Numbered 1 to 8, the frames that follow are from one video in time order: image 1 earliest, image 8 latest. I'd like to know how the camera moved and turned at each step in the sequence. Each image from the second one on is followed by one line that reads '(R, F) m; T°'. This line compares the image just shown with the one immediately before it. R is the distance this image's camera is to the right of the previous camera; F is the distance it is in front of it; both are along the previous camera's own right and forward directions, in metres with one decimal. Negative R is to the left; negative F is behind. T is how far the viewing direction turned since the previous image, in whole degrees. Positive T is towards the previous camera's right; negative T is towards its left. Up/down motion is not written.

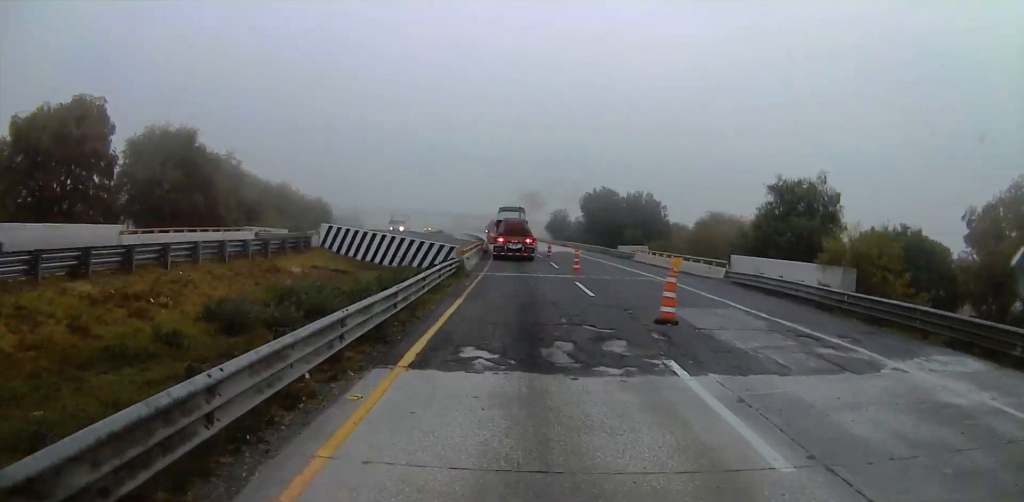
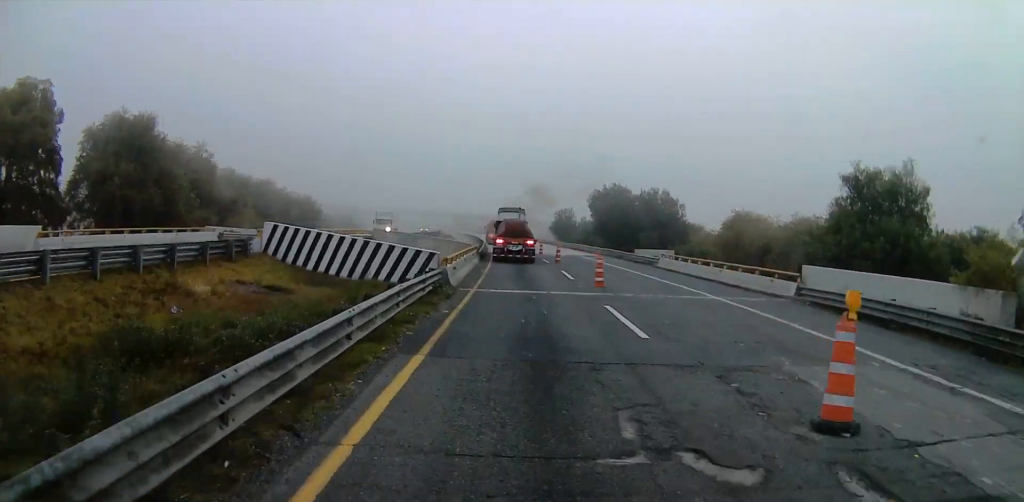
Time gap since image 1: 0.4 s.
(0.0, +8.6) m; 0°
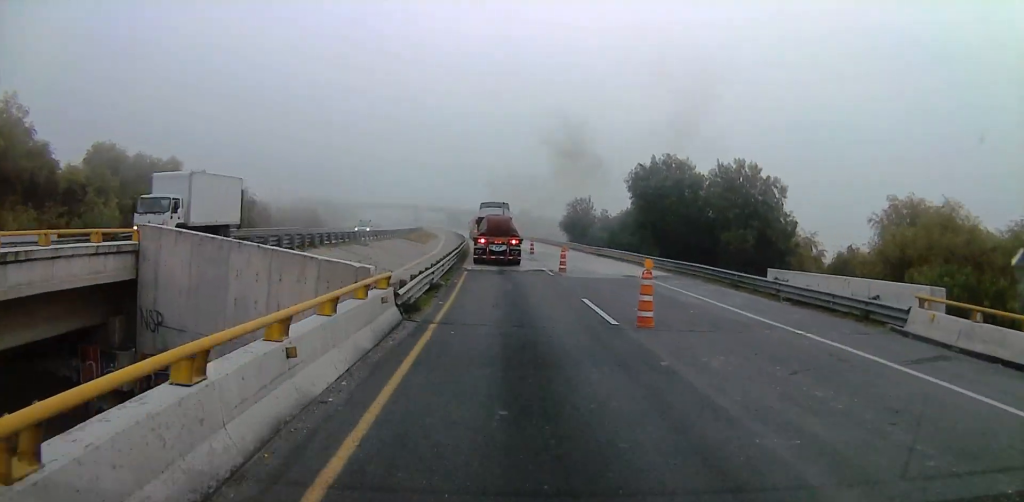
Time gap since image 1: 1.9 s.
(0.0, +31.3) m; 0°
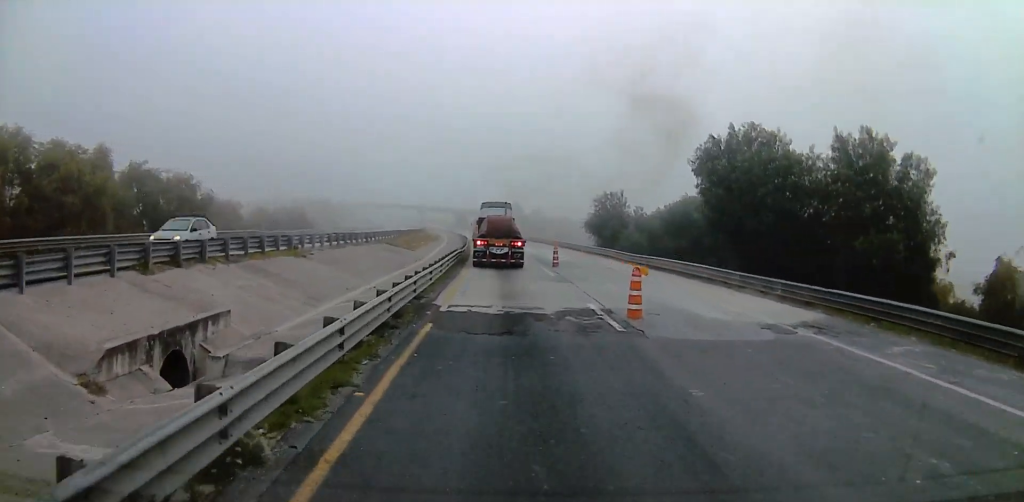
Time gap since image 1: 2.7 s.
(0.0, +16.1) m; 0°
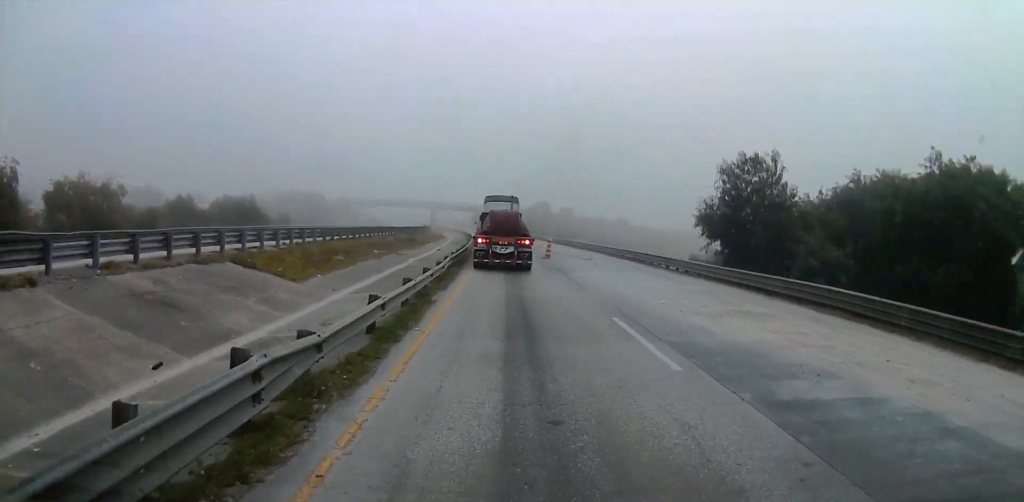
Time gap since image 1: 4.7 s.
(-0.8, +34.1) m; -3°
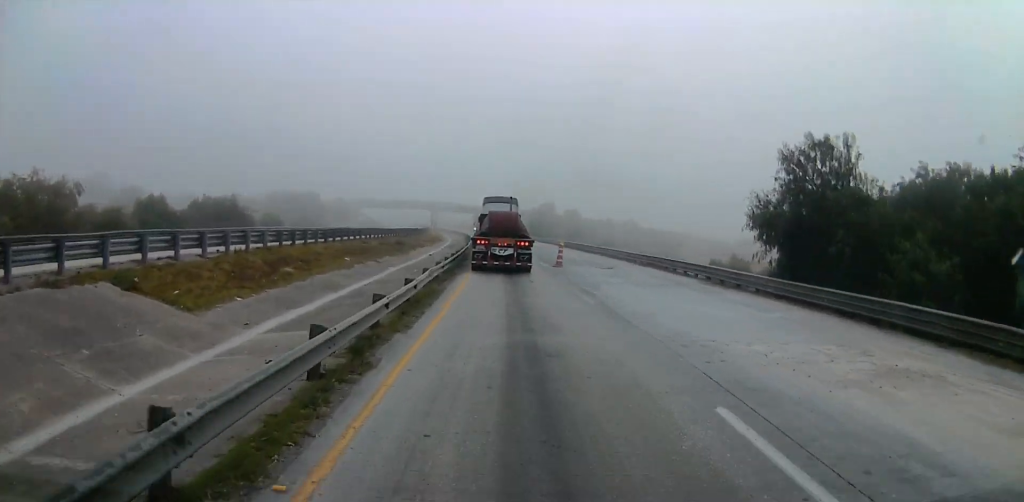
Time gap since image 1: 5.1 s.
(-0.1, +7.0) m; -1°
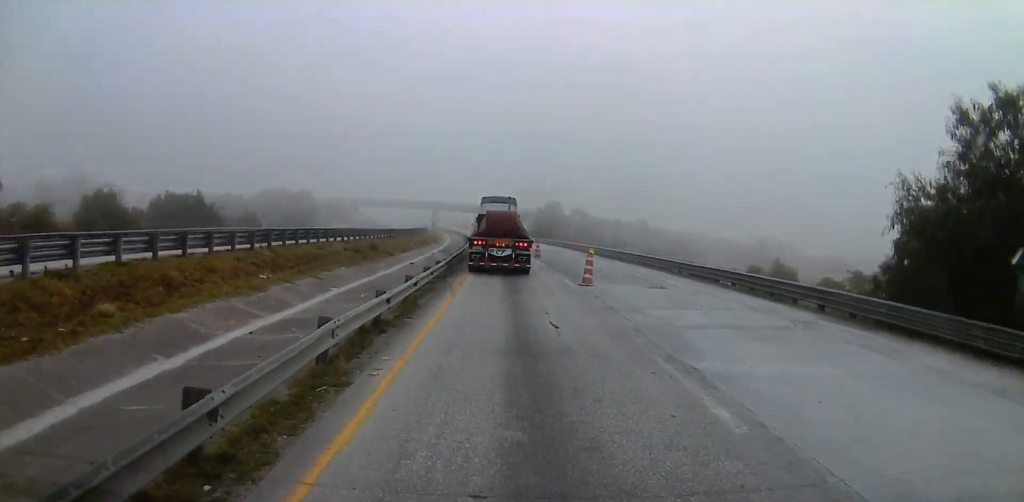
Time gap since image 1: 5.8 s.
(+0.1, +10.3) m; -2°
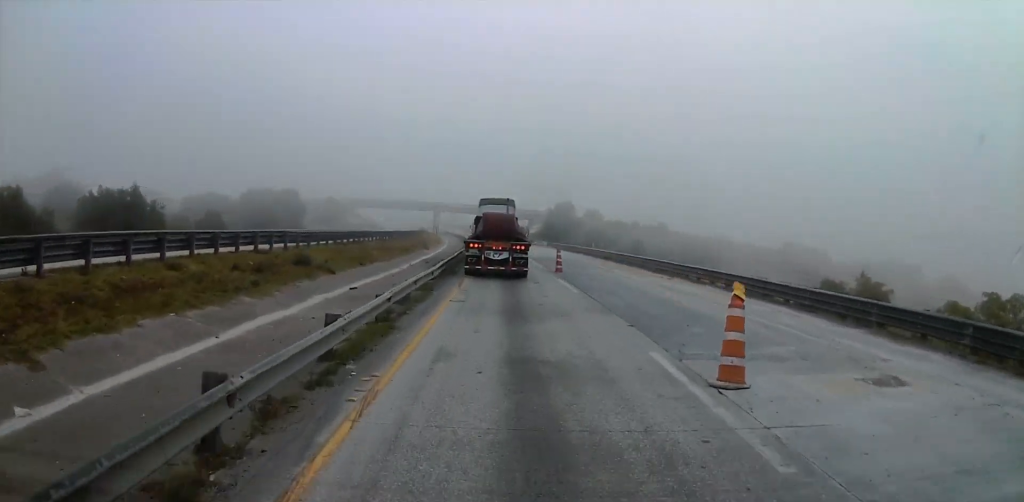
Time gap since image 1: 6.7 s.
(-0.6, +13.4) m; -3°
